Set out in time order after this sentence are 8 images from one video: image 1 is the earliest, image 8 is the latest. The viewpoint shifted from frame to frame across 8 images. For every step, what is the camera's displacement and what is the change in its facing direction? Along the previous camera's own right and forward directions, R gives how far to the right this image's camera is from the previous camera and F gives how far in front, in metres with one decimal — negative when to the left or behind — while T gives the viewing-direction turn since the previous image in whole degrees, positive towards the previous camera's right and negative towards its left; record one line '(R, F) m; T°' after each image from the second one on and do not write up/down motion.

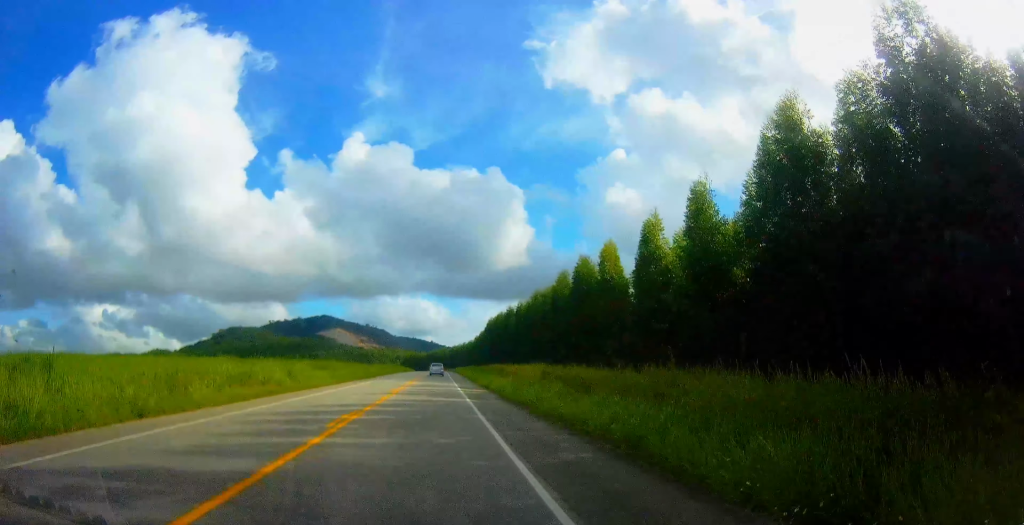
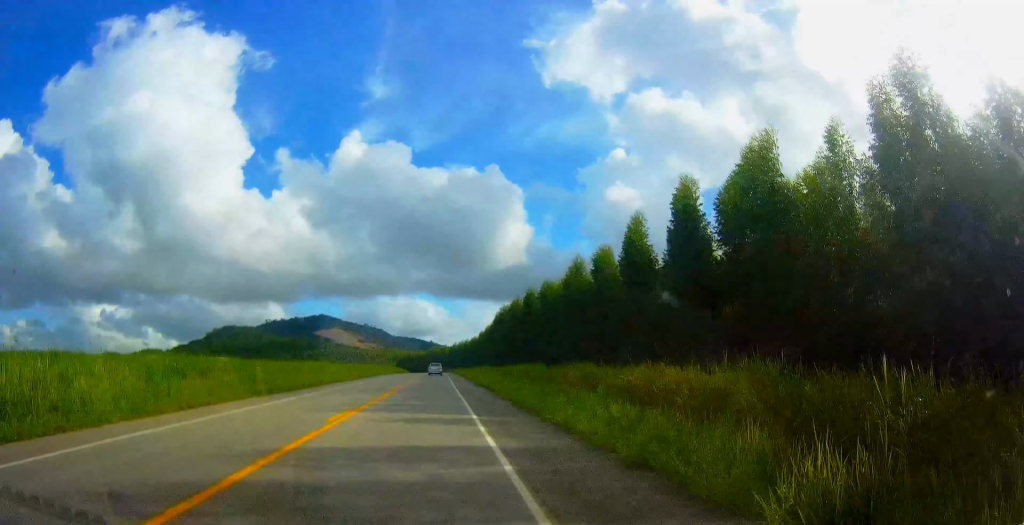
(+0.5, +31.0) m; +1°
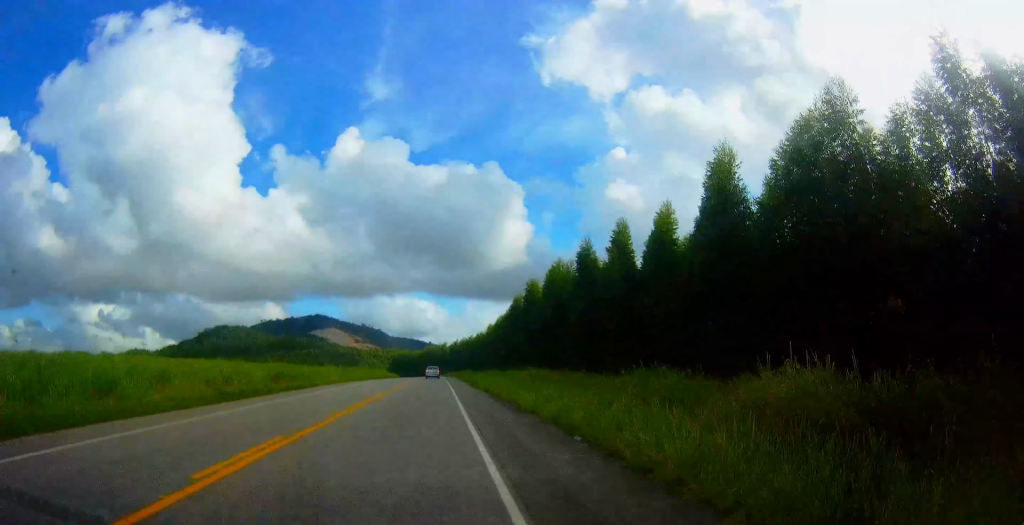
(-0.4, +39.7) m; -1°
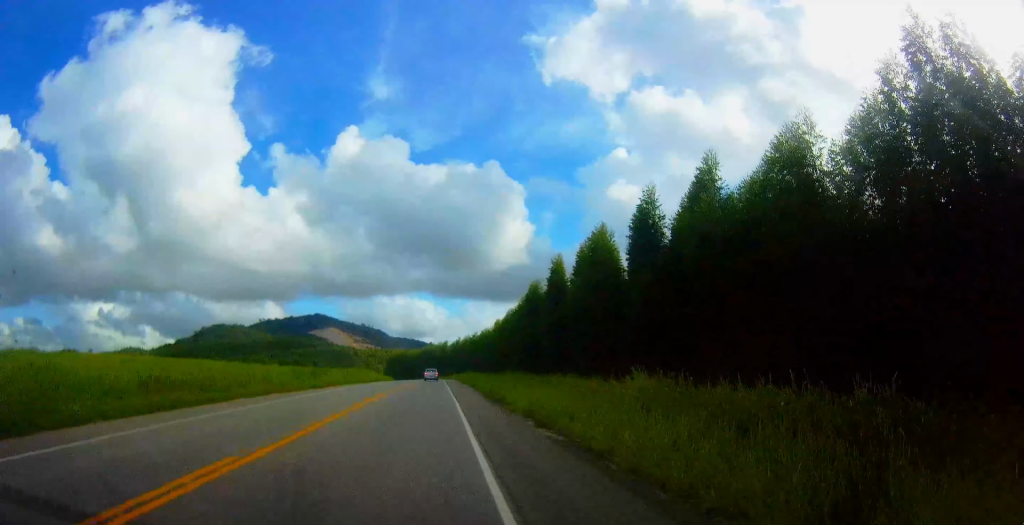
(-0.3, +19.1) m; 0°
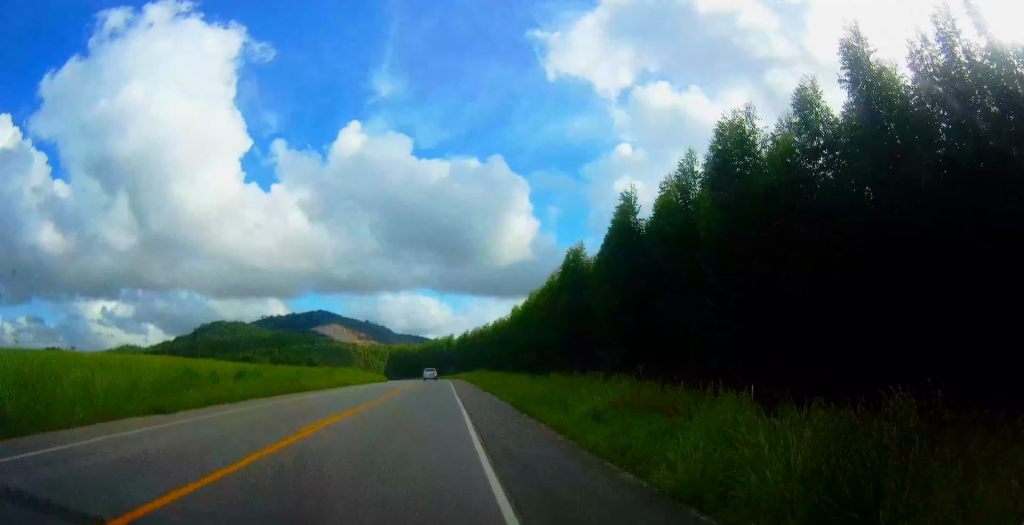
(+0.5, +25.2) m; +1°
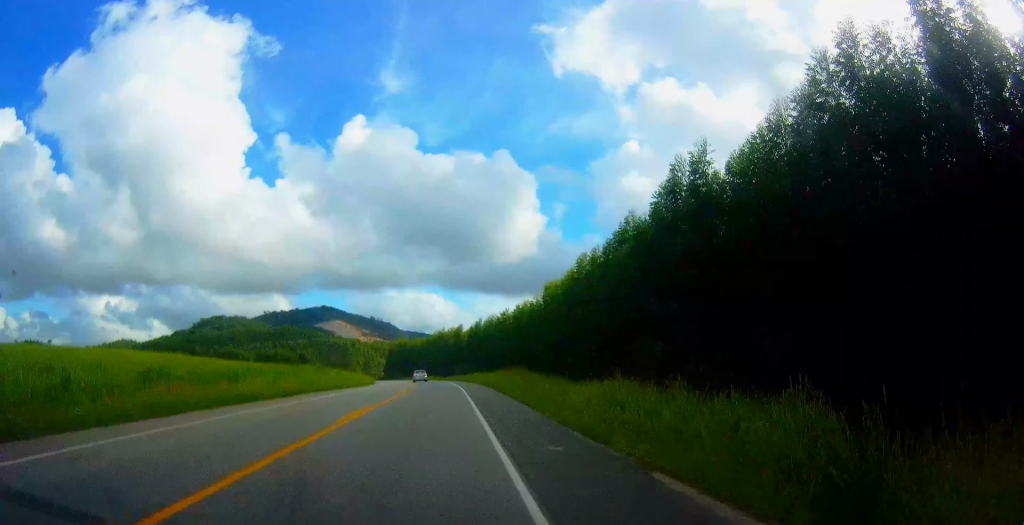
(-0.3, +30.6) m; 0°
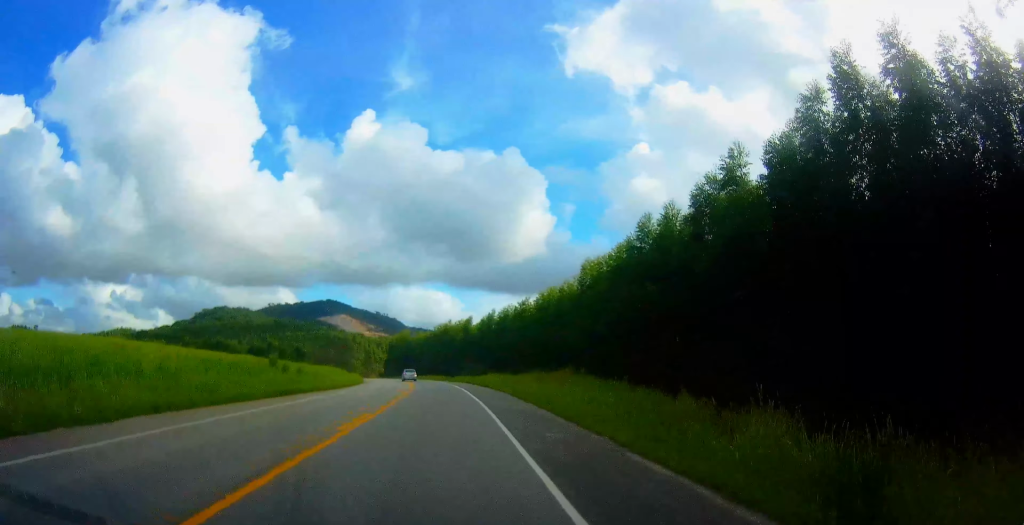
(+0.1, +18.5) m; 0°
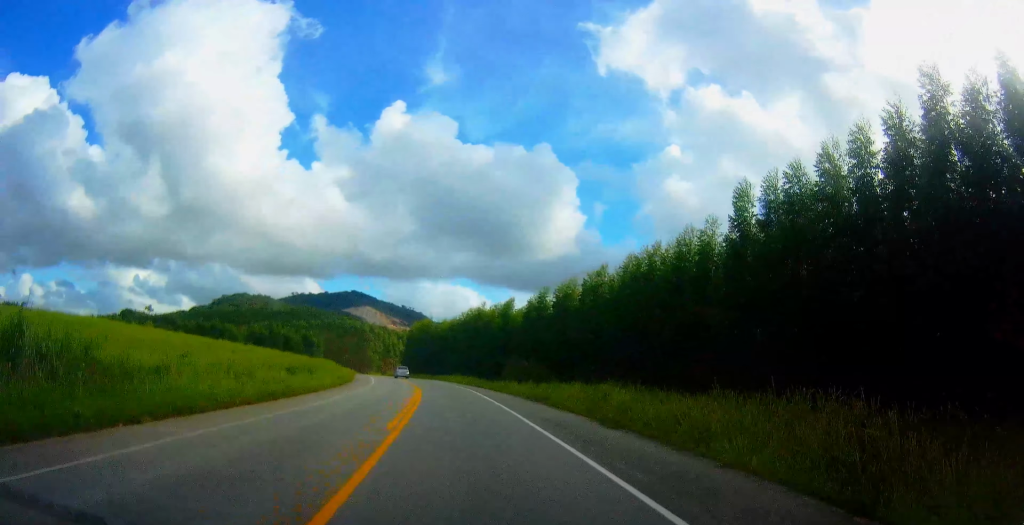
(-0.6, +31.0) m; -3°
